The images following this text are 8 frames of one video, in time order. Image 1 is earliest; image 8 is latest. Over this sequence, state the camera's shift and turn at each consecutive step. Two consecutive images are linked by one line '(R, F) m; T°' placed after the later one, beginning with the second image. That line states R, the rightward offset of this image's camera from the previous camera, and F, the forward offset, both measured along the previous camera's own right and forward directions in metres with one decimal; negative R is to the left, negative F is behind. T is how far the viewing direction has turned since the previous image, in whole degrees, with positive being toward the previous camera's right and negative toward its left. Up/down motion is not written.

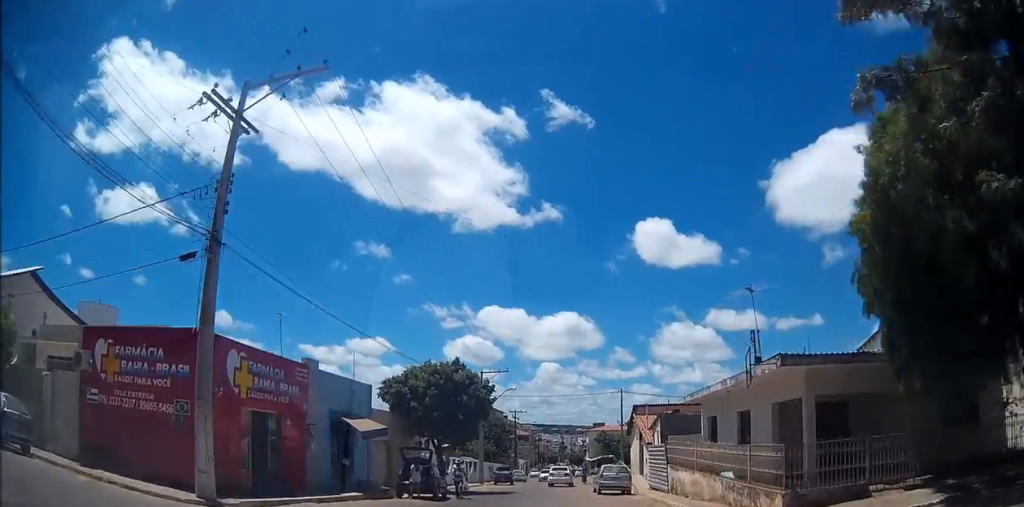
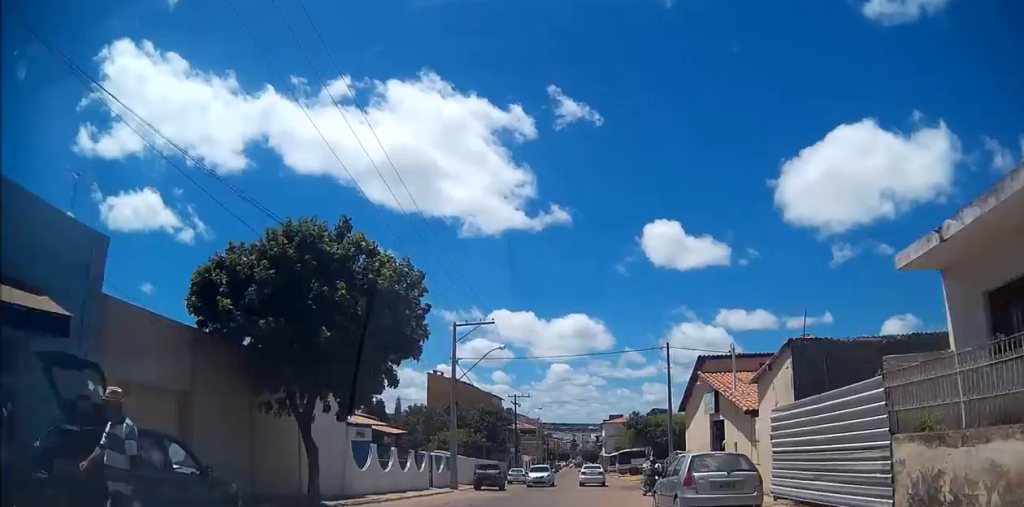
(0.0, +17.7) m; -1°
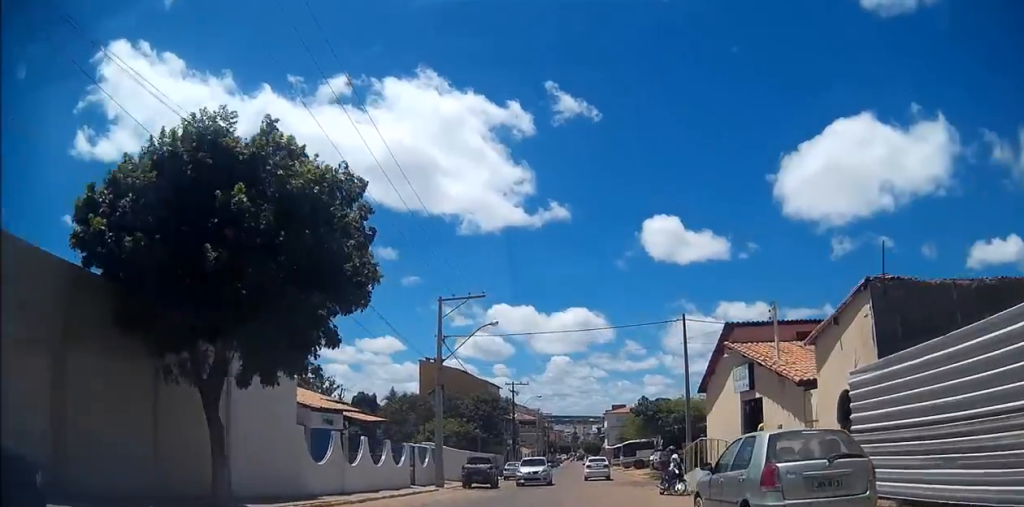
(0.0, +4.4) m; -1°
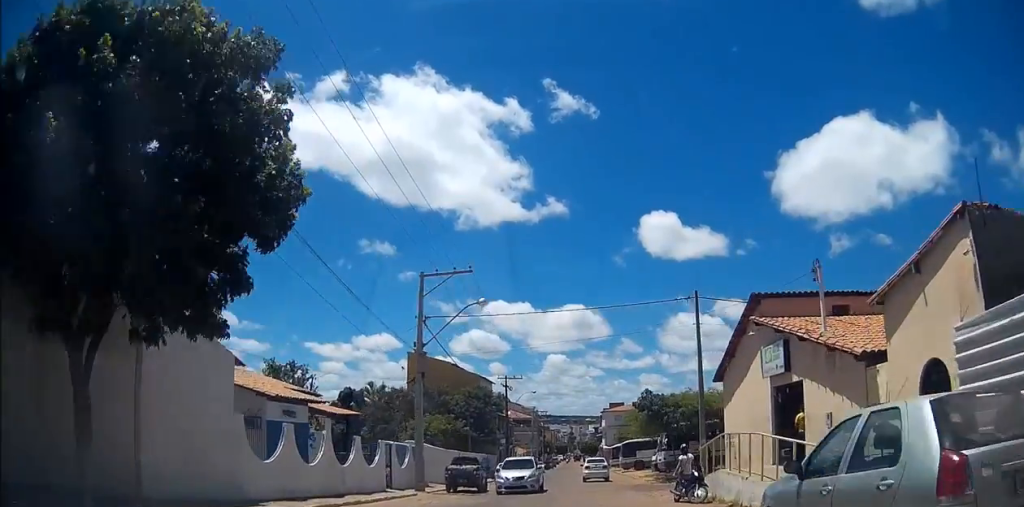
(-0.1, +3.7) m; -1°
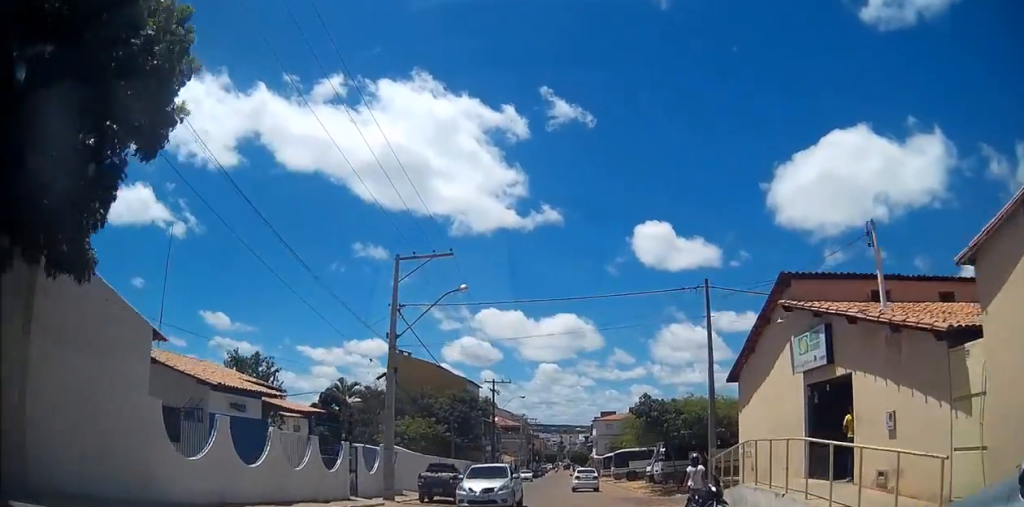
(0.0, +3.4) m; -1°
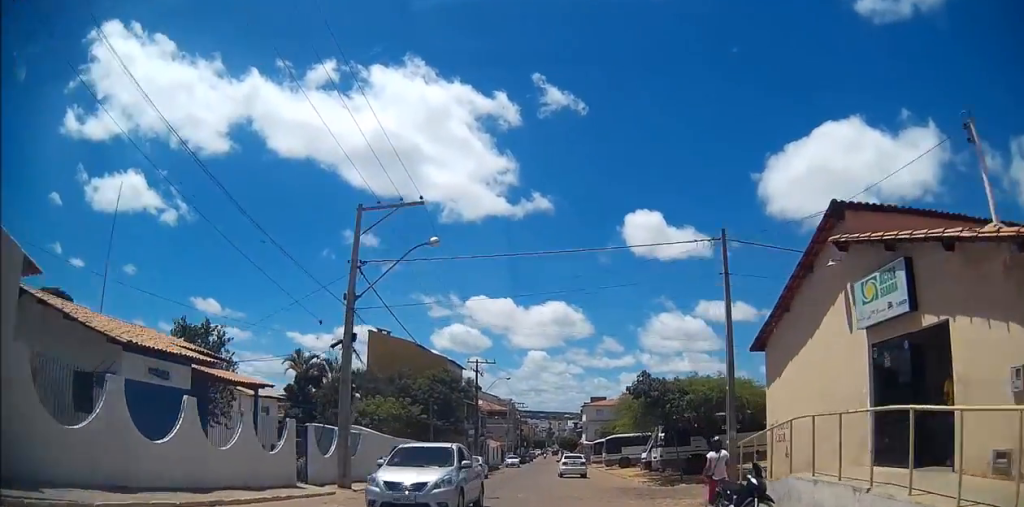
(0.0, +4.2) m; +1°
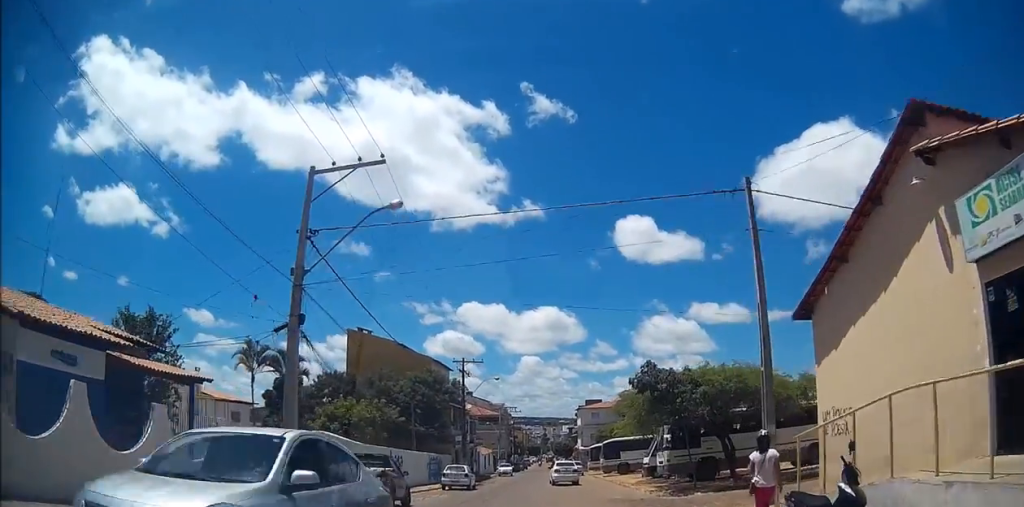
(-0.1, +4.2) m; +1°
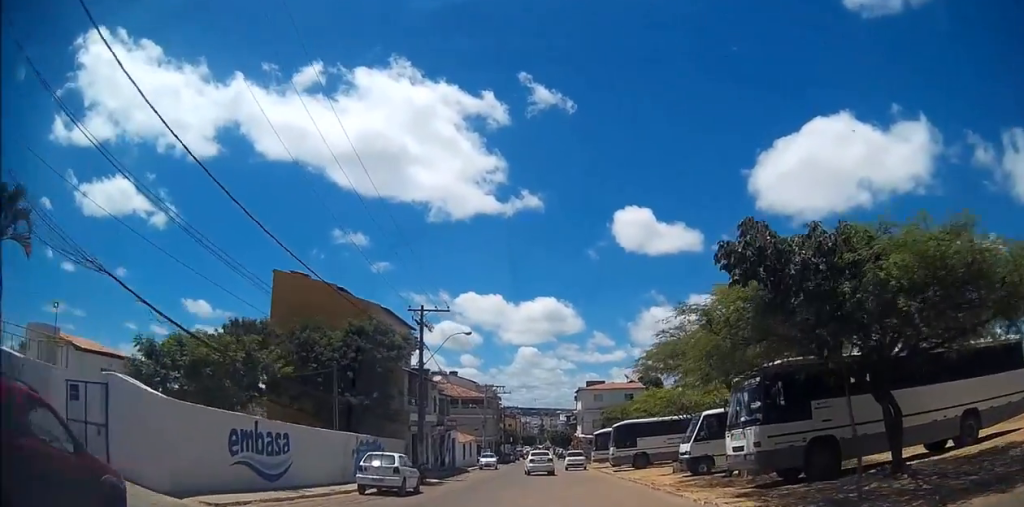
(+1.7, +14.5) m; +7°
